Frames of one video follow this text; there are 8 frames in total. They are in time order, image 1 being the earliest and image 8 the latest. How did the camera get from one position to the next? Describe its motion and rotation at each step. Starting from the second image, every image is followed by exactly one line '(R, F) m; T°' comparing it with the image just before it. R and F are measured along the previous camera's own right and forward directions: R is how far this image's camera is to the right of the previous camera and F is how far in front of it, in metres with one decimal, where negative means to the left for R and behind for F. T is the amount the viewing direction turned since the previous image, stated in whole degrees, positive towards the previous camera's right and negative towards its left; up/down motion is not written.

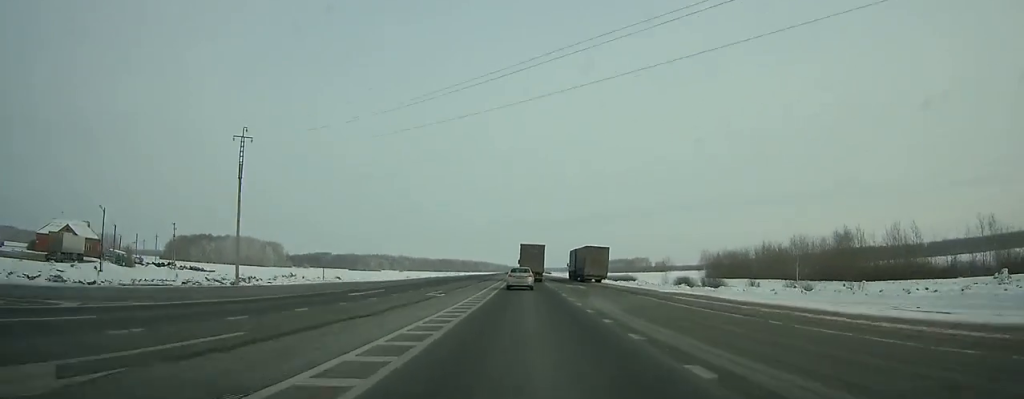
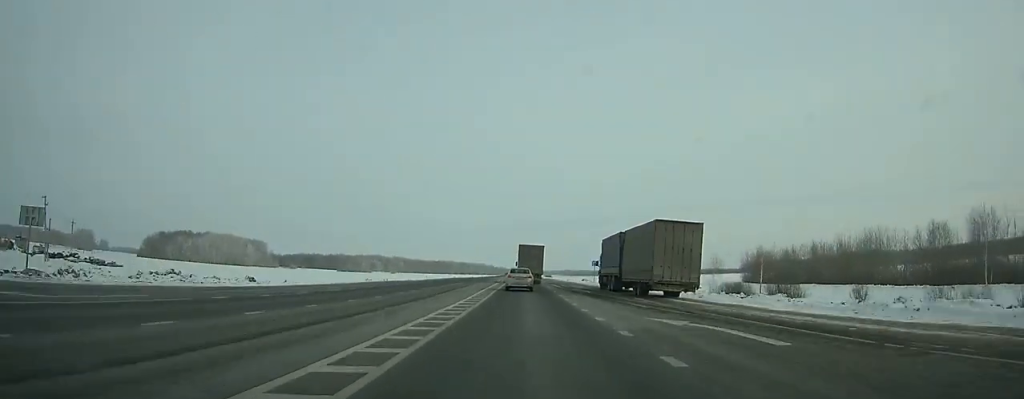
(+0.2, +34.5) m; 0°
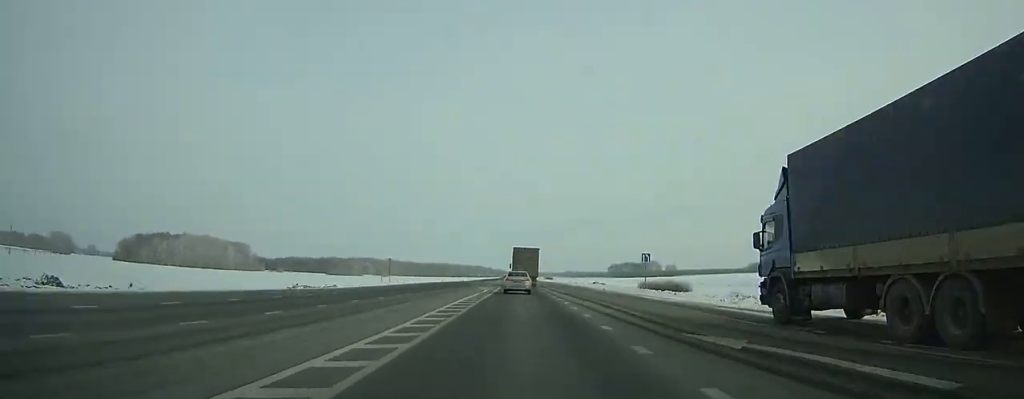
(-0.2, +34.5) m; 0°
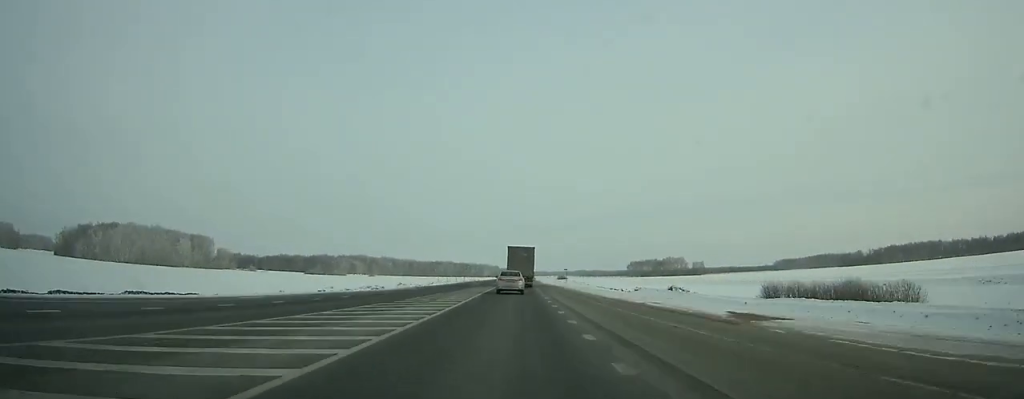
(-0.6, +82.0) m; -1°
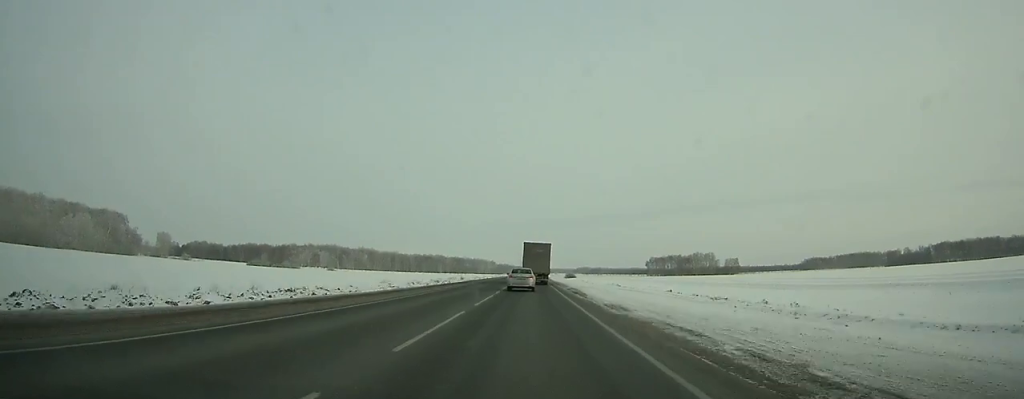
(-0.1, +109.2) m; 0°
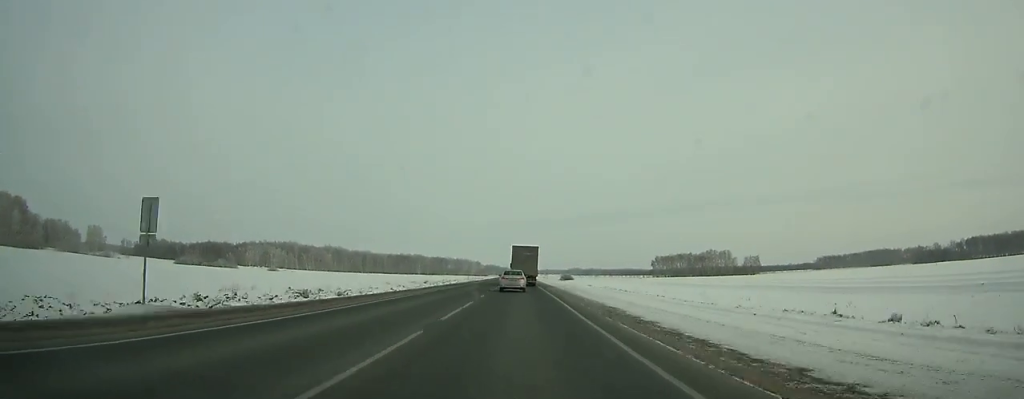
(+0.6, +78.9) m; +1°
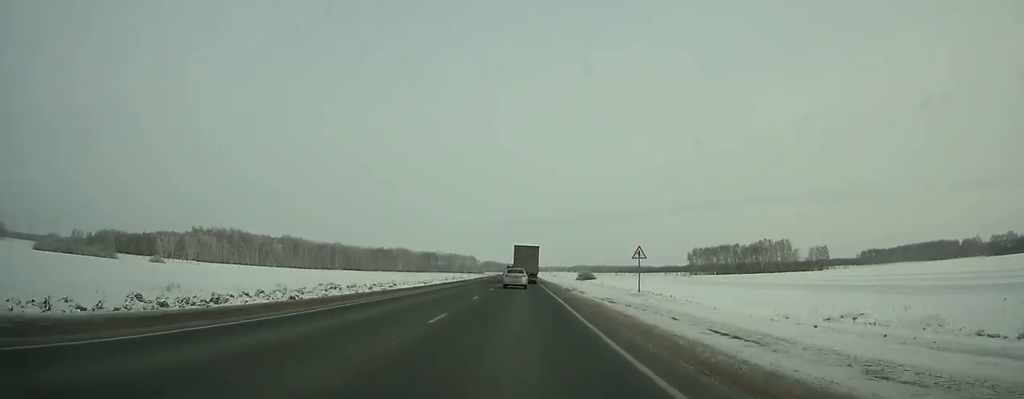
(+0.3, +114.6) m; 0°
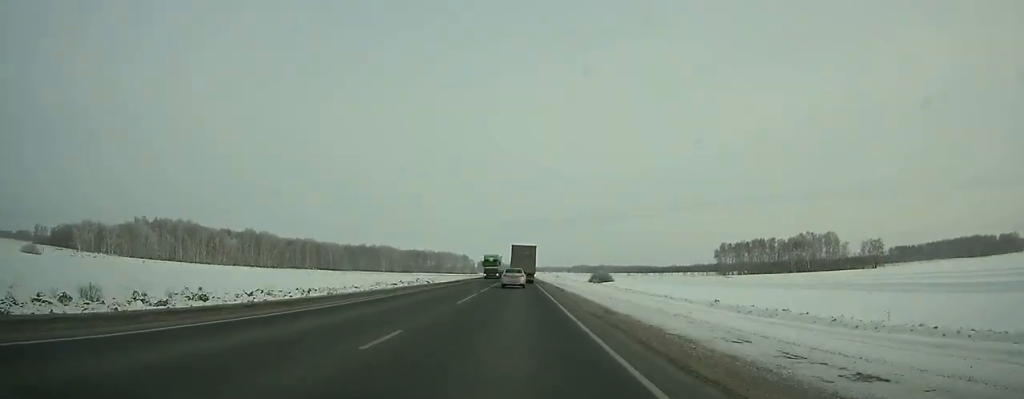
(+0.2, +64.9) m; 0°
